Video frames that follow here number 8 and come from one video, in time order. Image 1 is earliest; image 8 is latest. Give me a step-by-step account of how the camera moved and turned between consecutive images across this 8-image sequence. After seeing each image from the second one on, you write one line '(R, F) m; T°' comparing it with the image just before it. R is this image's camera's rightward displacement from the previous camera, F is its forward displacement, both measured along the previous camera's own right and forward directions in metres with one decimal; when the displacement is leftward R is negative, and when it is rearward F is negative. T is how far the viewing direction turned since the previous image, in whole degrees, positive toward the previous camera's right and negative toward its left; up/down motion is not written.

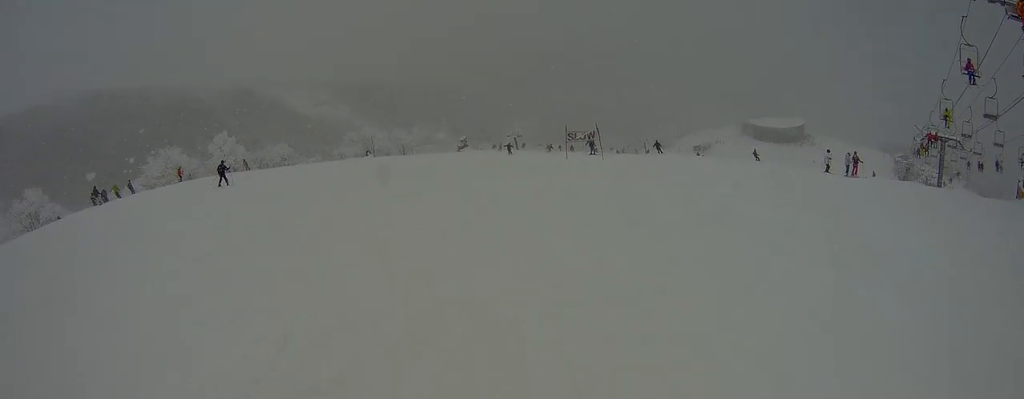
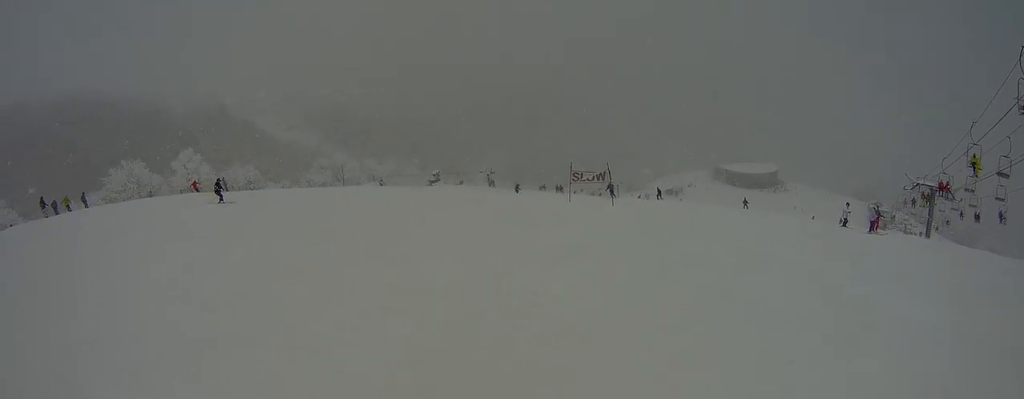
(+0.8, +4.8) m; +2°
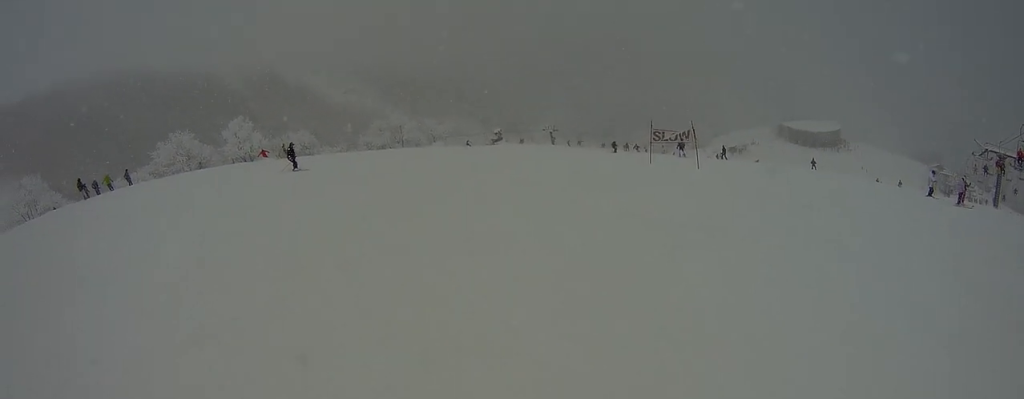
(+0.1, +2.2) m; -4°
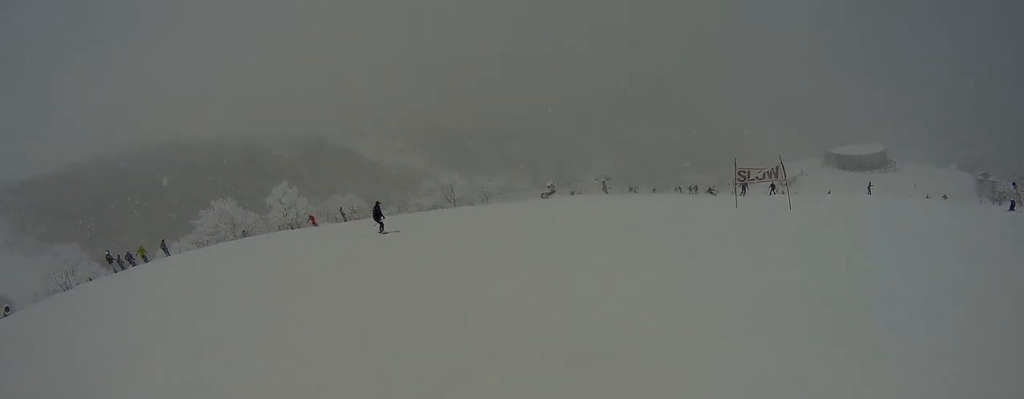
(-0.9, +3.0) m; -7°
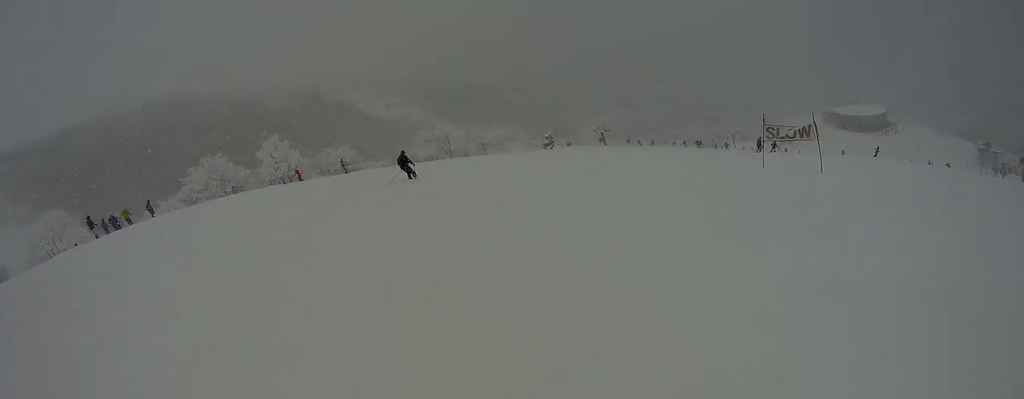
(0.0, +2.1) m; -1°
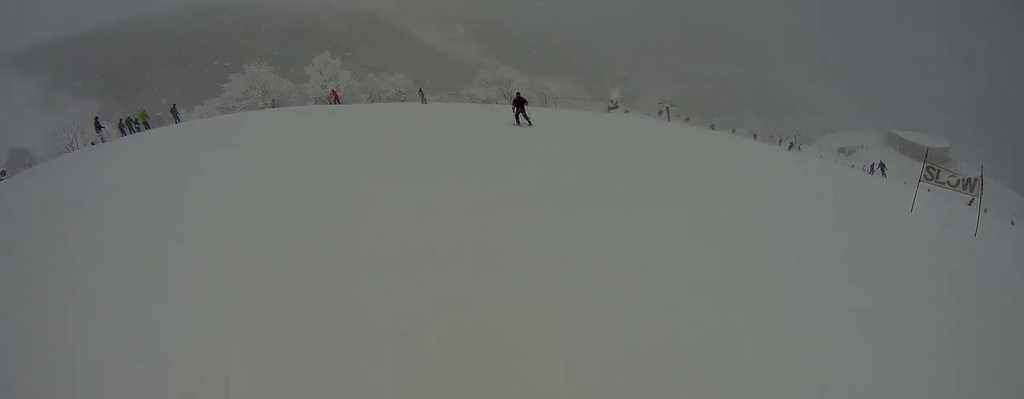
(+0.1, +5.7) m; -4°
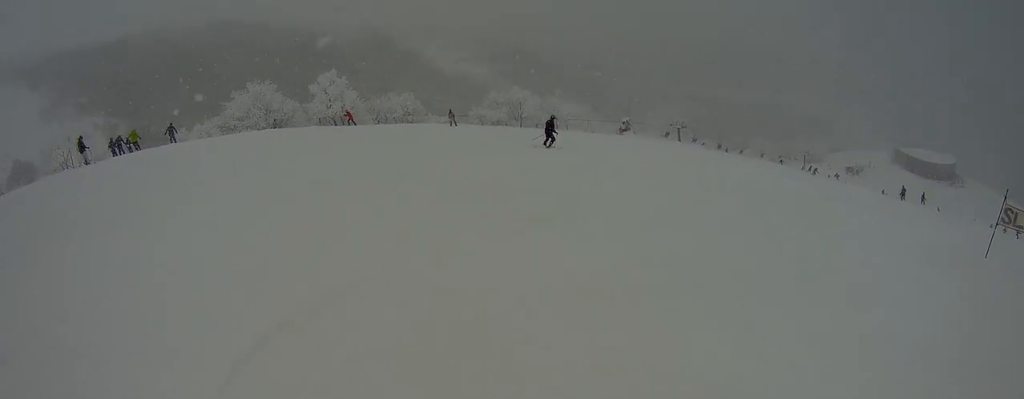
(-0.3, +4.6) m; +6°
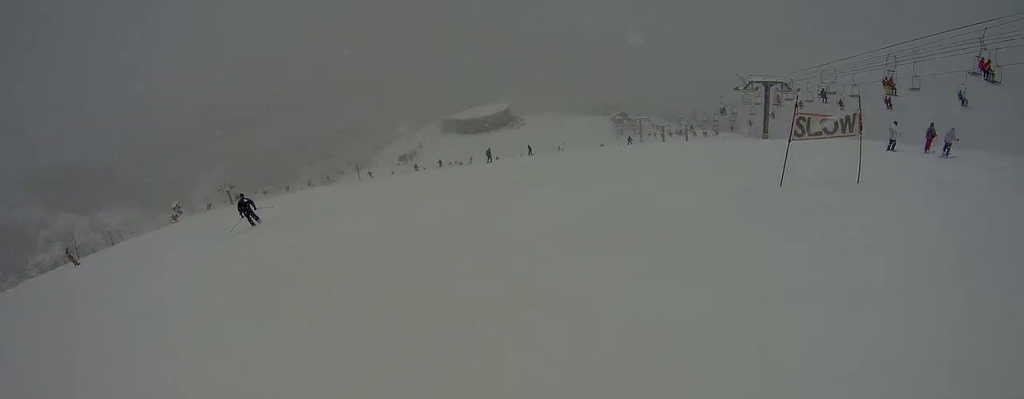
(+4.0, +10.1) m; +58°
